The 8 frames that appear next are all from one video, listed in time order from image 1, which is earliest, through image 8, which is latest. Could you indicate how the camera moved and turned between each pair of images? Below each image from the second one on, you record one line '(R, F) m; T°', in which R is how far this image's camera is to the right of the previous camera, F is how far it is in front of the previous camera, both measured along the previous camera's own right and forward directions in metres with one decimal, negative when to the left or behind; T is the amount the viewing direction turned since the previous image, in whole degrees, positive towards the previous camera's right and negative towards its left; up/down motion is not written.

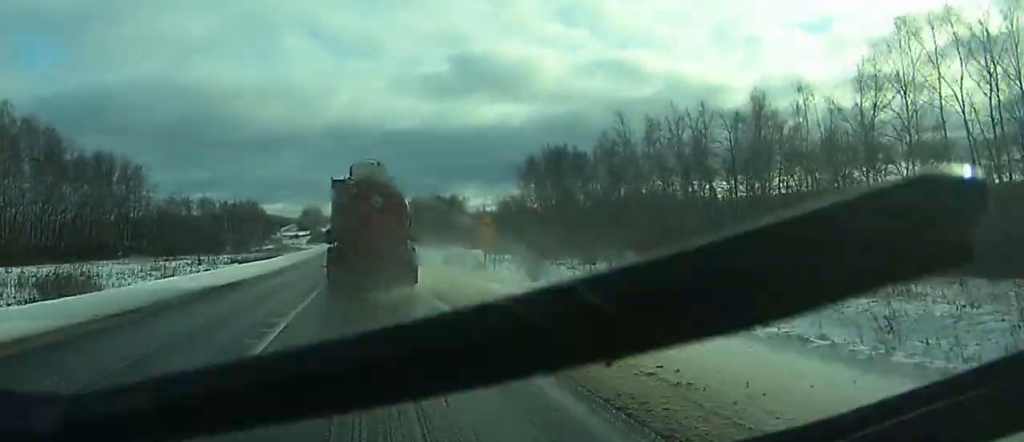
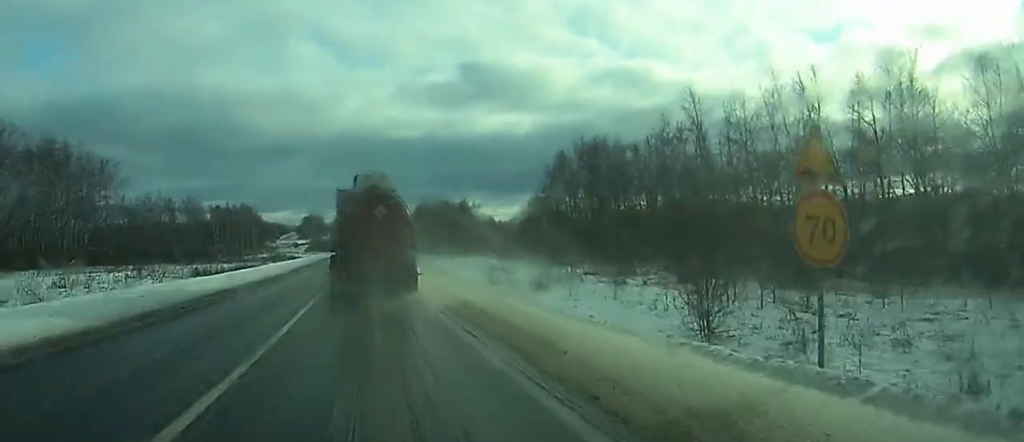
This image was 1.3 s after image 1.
(0.0, +28.3) m; 0°
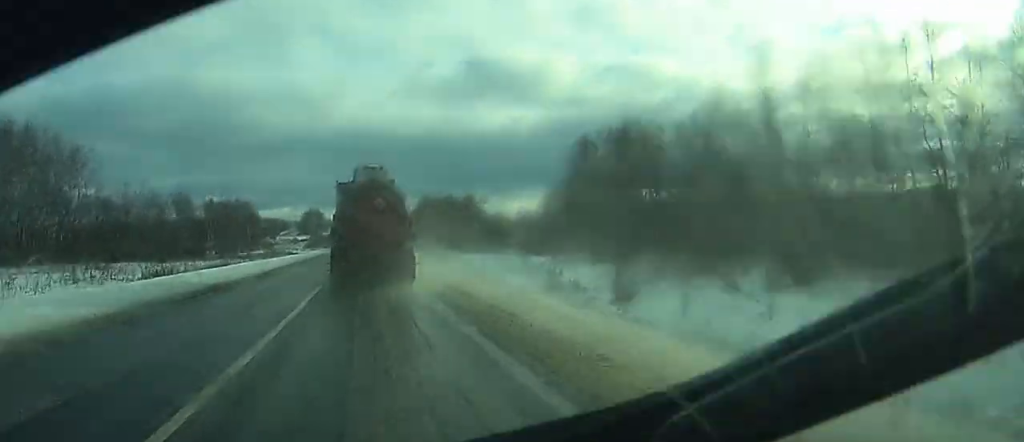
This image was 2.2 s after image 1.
(0.0, +18.6) m; 0°
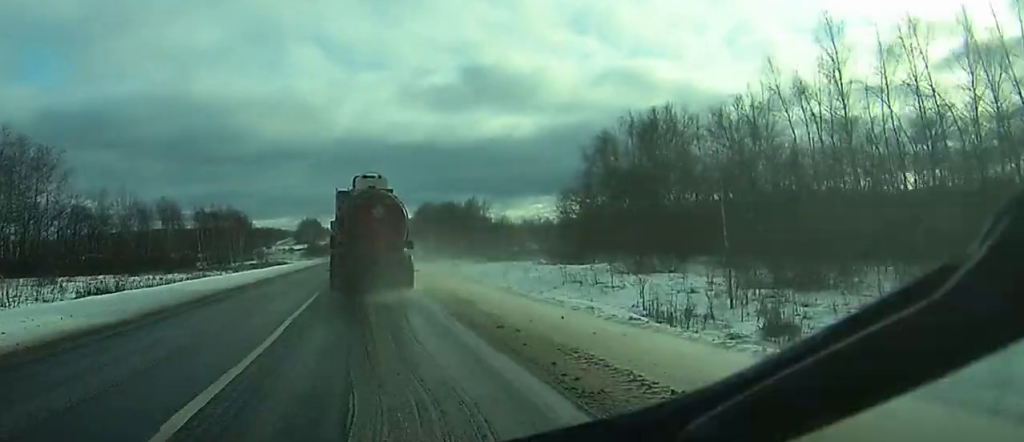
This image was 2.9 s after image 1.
(-0.1, +15.1) m; 0°
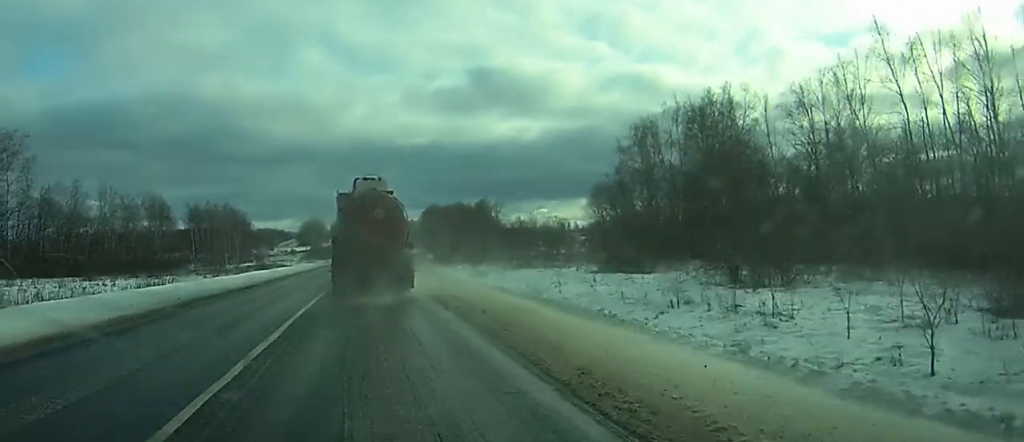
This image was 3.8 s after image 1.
(+0.1, +18.7) m; 0°
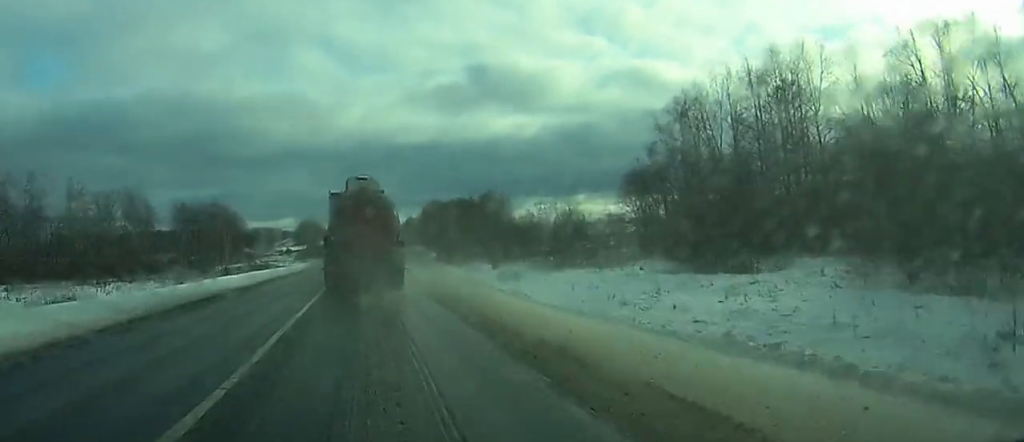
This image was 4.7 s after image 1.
(0.0, +19.4) m; 0°
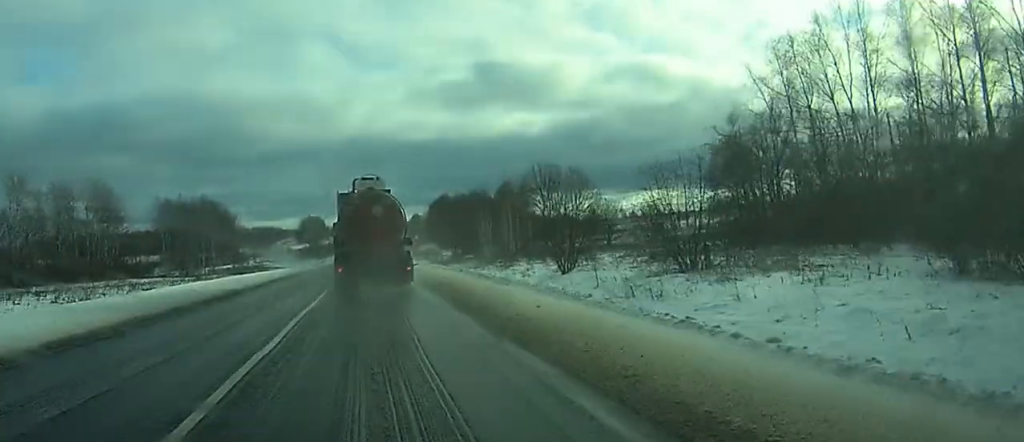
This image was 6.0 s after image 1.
(0.0, +29.3) m; 0°
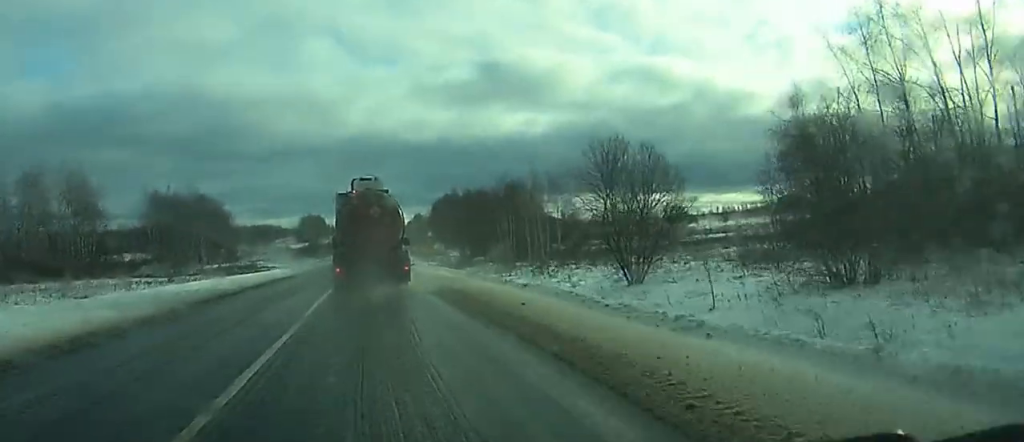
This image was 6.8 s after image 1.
(-0.1, +15.6) m; 0°
